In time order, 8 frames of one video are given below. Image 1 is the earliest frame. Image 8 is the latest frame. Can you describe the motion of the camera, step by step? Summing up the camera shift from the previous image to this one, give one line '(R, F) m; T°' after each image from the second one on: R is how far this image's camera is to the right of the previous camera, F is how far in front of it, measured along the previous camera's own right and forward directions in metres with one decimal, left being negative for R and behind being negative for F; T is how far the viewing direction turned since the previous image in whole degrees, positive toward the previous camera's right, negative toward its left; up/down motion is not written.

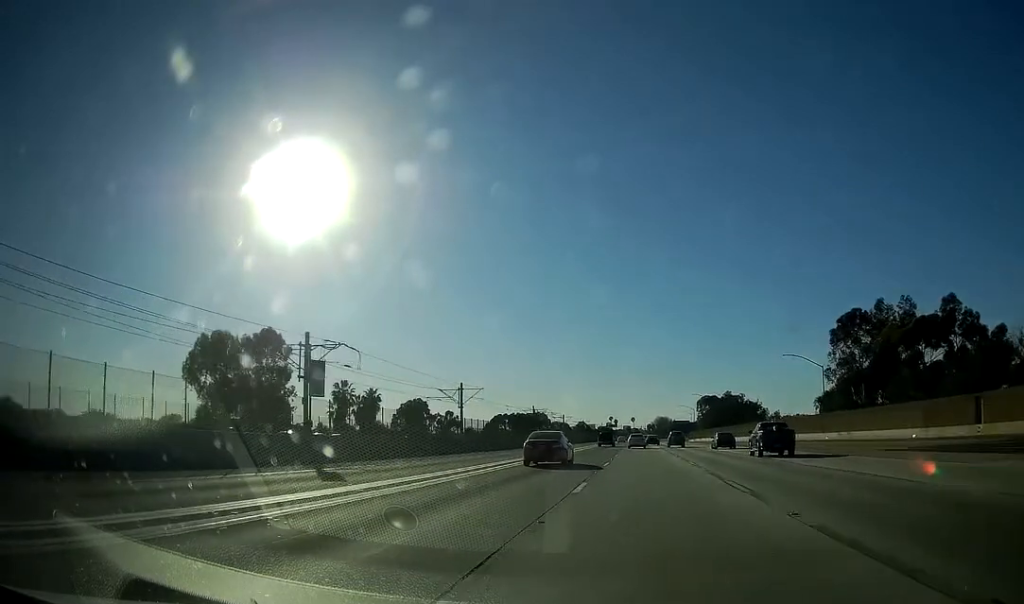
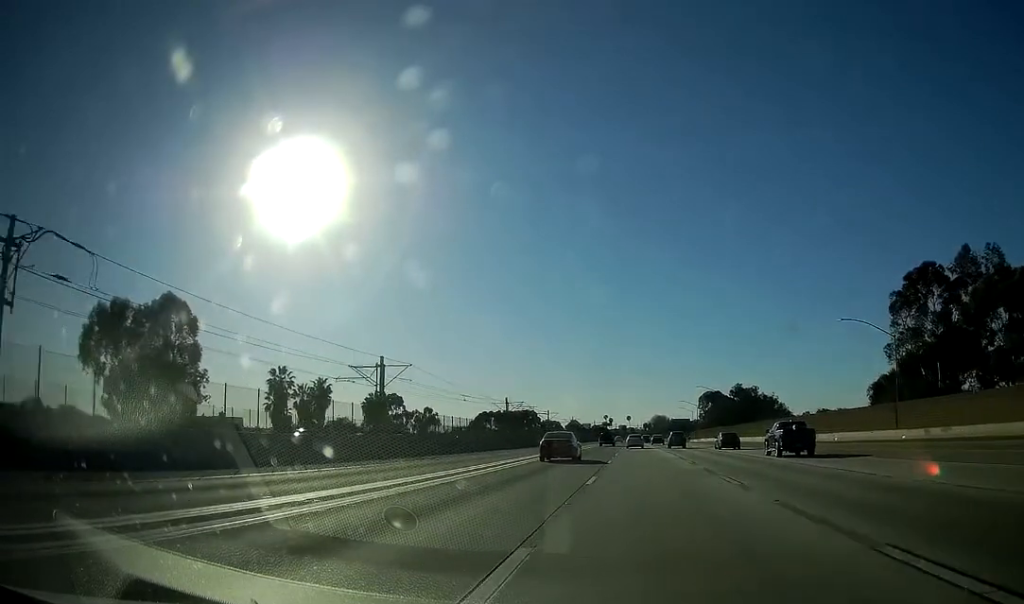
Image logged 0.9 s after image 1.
(-0.1, +26.5) m; 0°
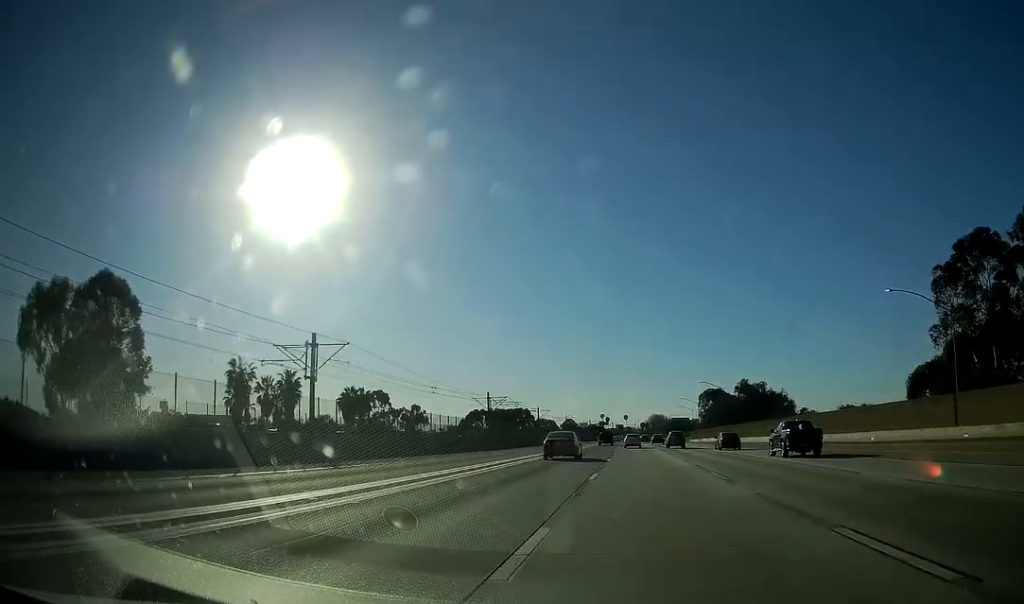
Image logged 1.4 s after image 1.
(+0.1, +13.3) m; 0°
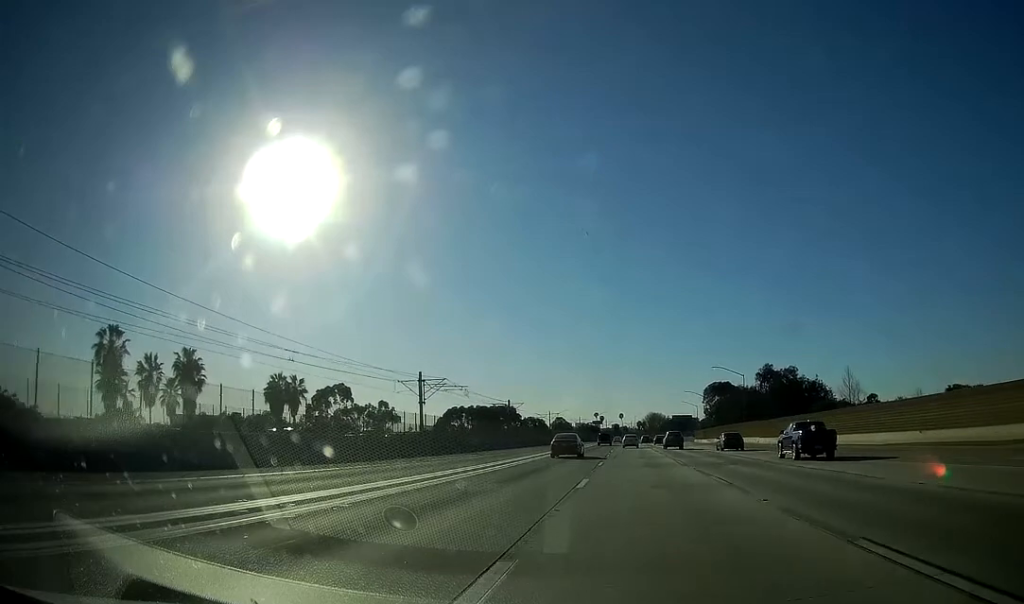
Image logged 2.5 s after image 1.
(+0.1, +31.7) m; 0°
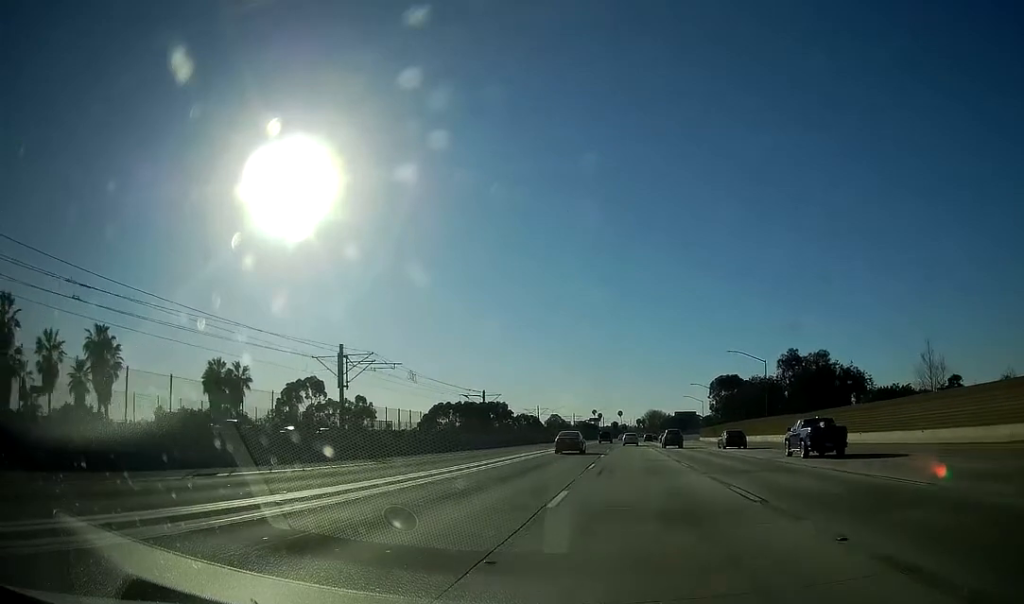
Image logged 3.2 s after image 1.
(0.0, +19.4) m; 0°
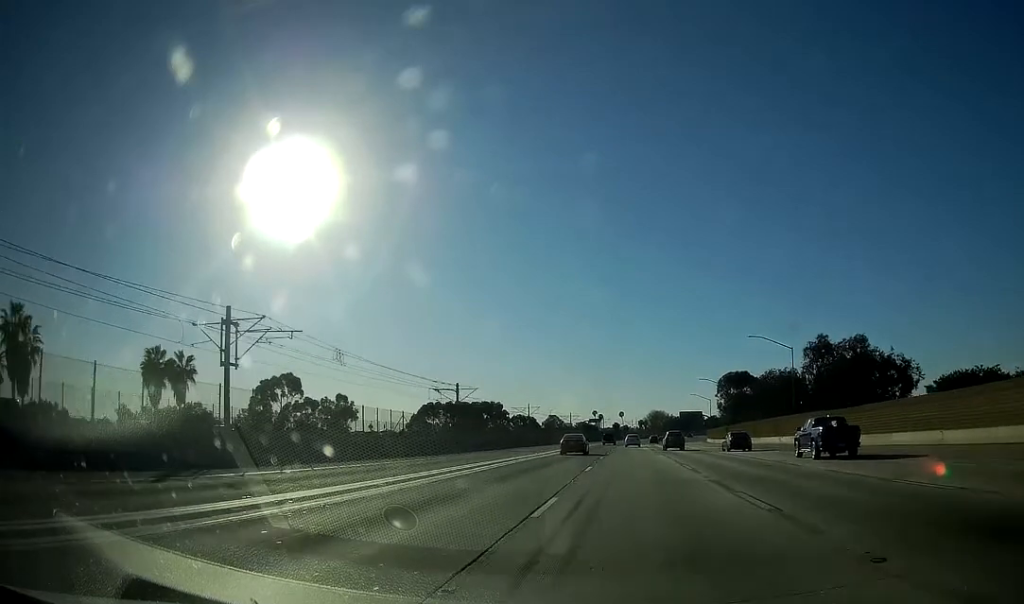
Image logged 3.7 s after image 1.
(0.0, +16.6) m; 0°
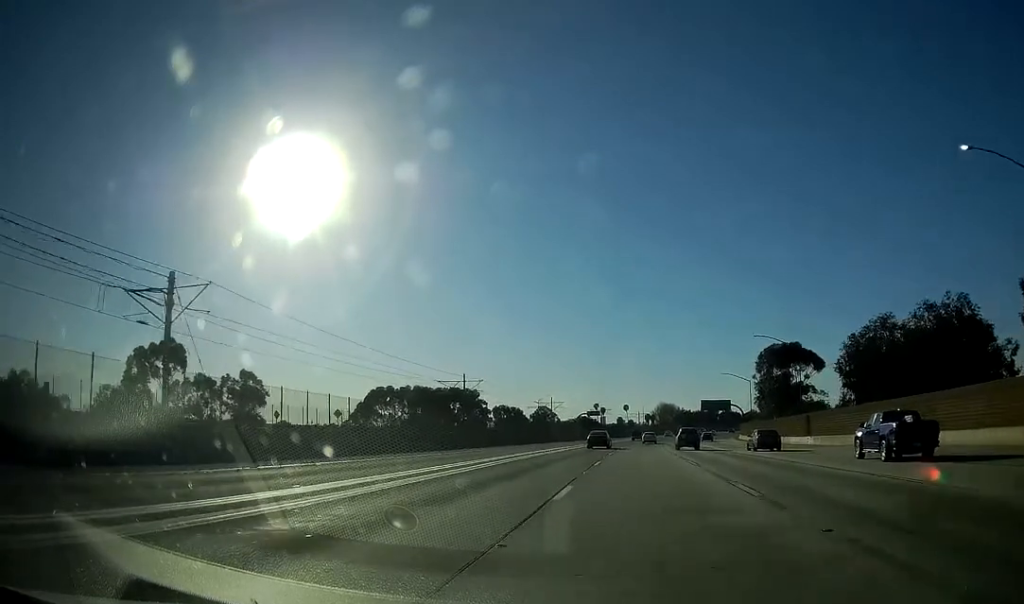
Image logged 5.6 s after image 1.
(+0.3, +55.7) m; 0°
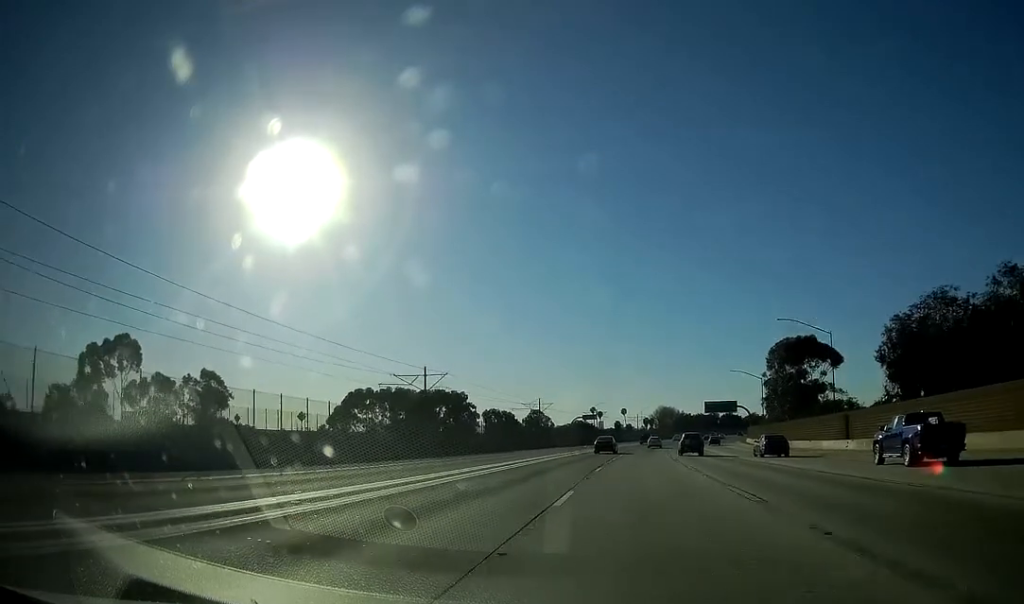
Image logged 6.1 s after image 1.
(-0.1, +15.1) m; 0°
